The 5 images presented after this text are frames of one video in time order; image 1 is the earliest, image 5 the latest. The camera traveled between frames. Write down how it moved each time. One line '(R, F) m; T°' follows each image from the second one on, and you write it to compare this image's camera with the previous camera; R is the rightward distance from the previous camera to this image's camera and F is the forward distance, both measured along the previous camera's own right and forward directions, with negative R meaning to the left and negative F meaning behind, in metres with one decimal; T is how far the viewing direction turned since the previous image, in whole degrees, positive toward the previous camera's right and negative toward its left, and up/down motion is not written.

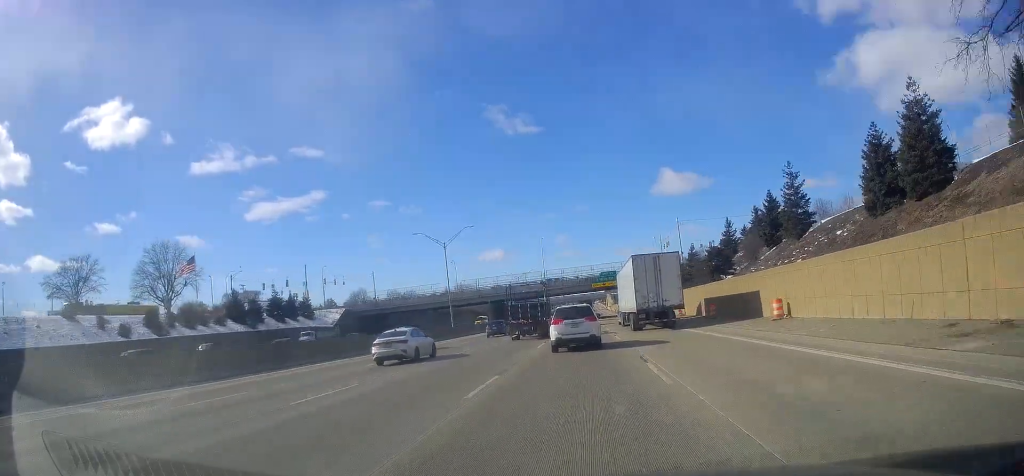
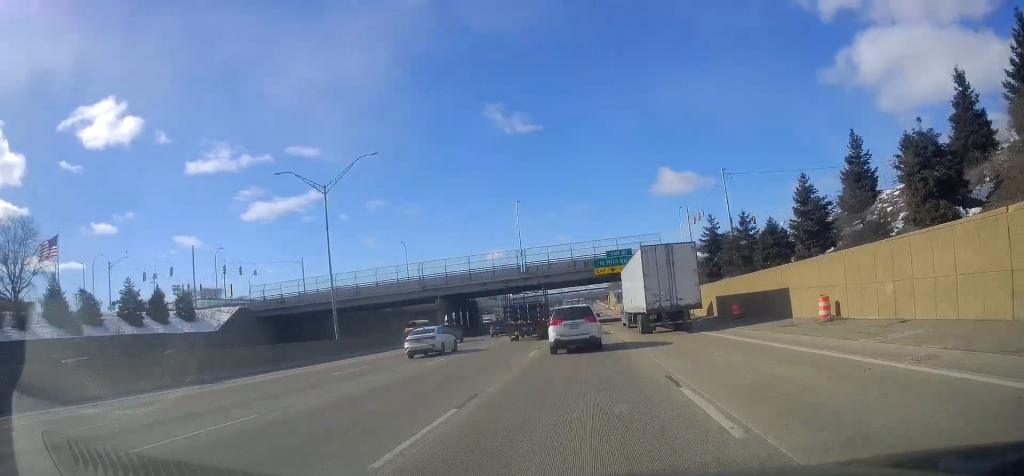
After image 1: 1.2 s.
(-0.4, +36.0) m; -1°
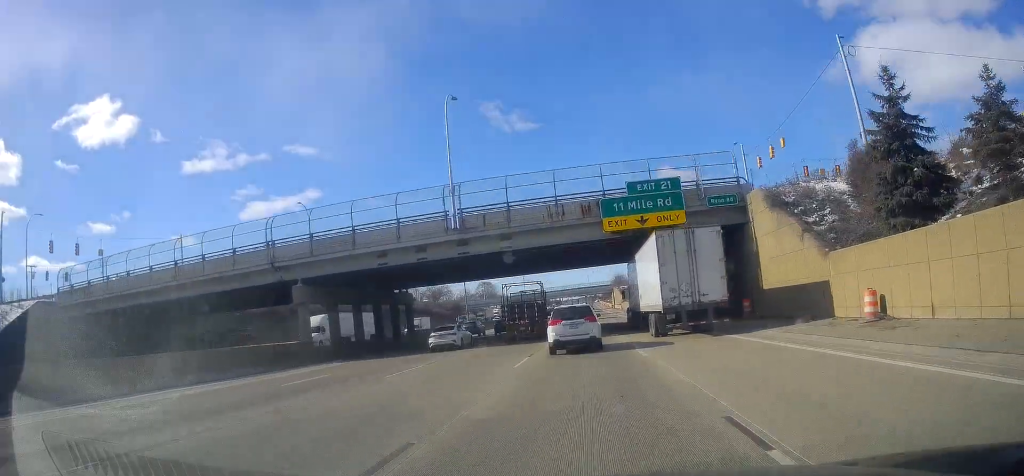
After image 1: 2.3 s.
(0.0, +35.2) m; 0°
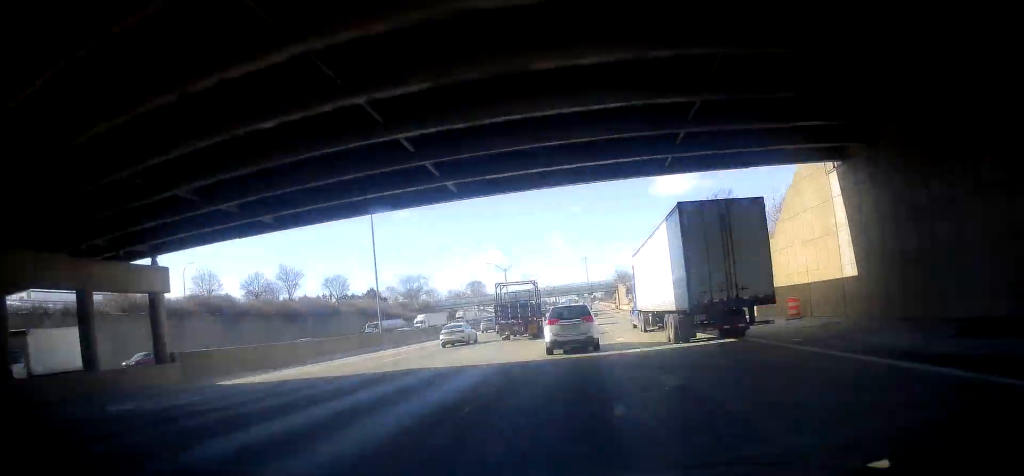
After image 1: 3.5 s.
(0.0, +36.3) m; +1°
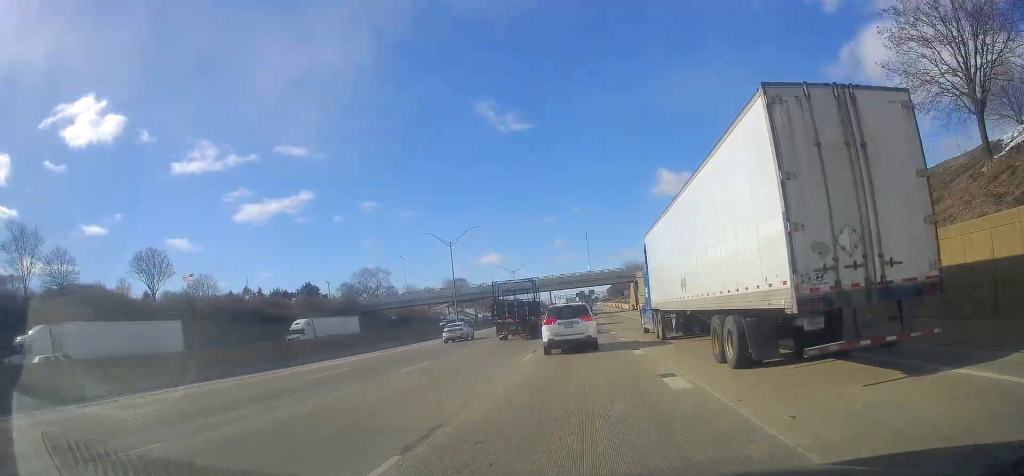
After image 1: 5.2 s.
(-0.2, +54.3) m; -1°
